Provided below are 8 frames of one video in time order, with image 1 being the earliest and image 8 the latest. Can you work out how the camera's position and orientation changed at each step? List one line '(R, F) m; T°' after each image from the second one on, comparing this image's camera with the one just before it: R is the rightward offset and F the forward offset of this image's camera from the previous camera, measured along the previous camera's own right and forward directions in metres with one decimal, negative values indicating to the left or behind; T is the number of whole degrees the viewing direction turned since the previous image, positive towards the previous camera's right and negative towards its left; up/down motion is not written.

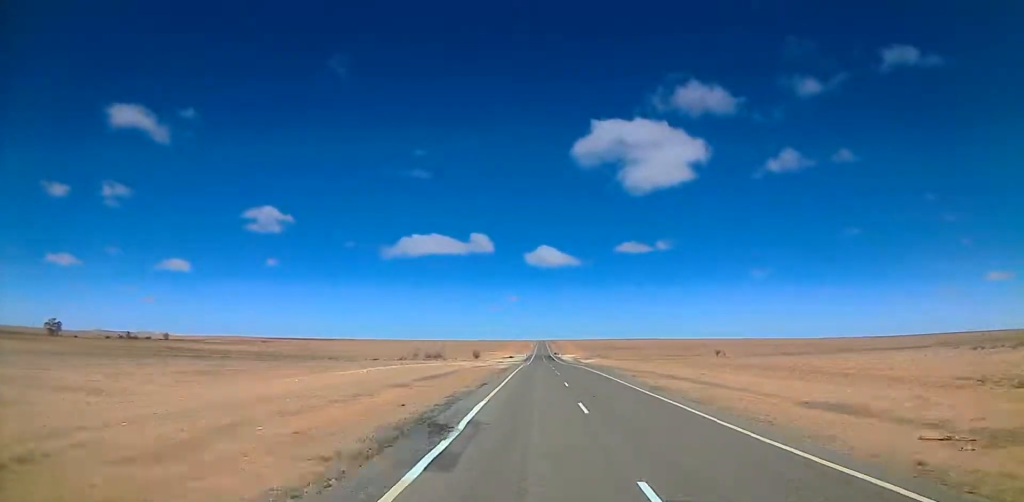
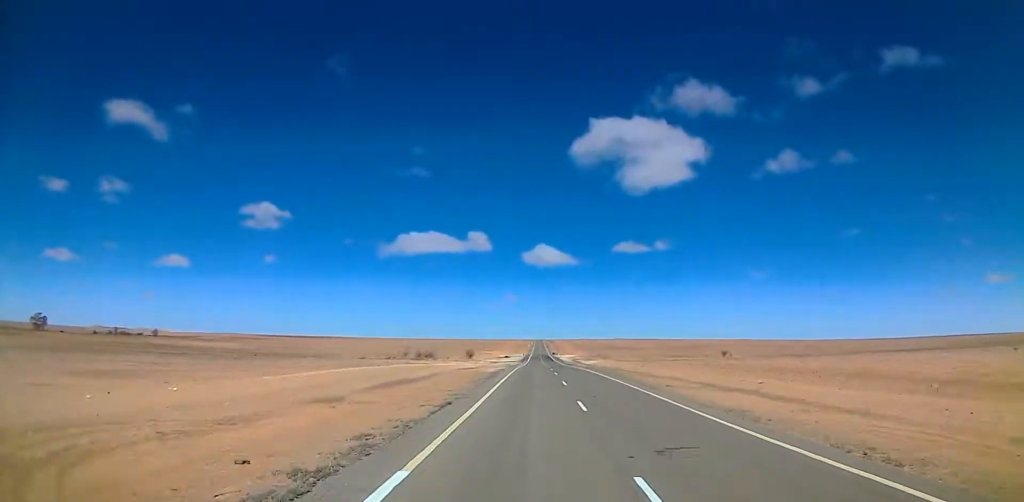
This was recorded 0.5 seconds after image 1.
(-0.1, +10.3) m; -1°
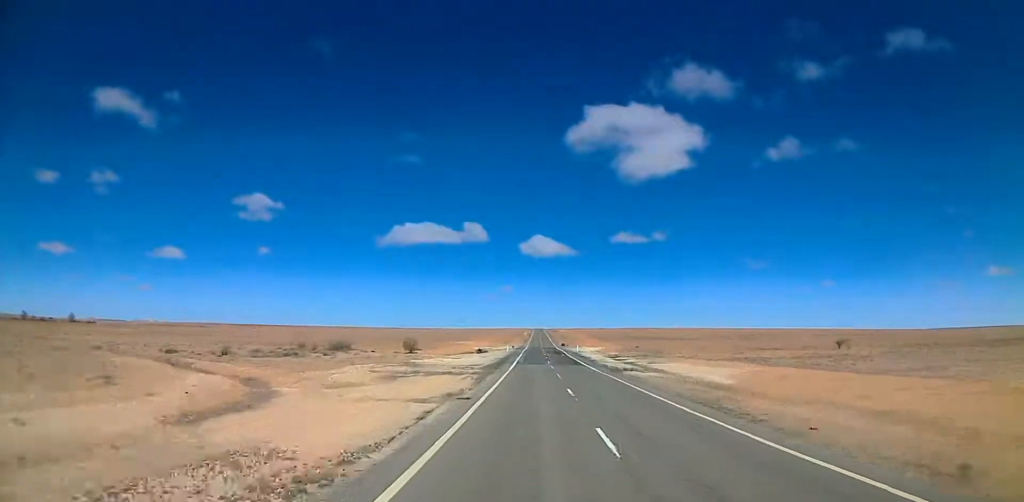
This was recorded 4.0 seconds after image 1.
(+0.2, +85.6) m; 0°
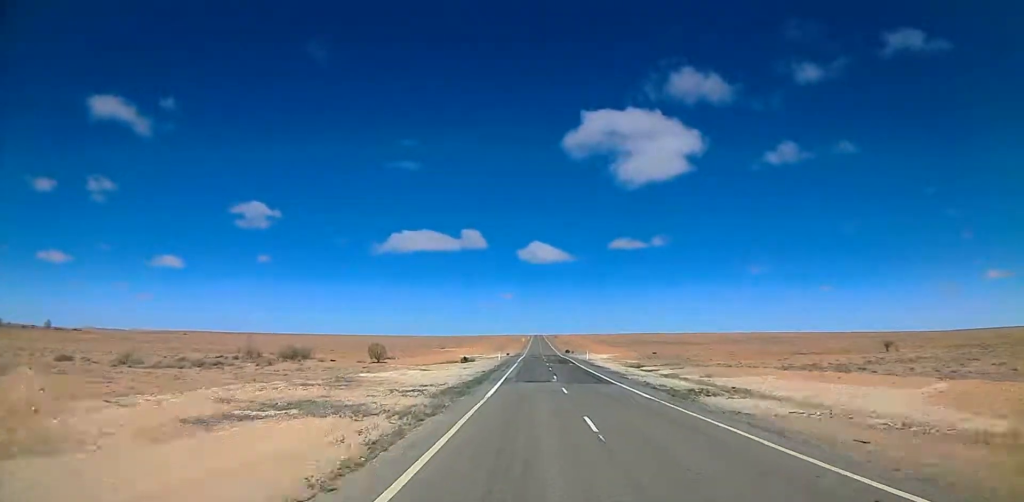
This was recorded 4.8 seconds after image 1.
(-0.3, +25.6) m; +1°
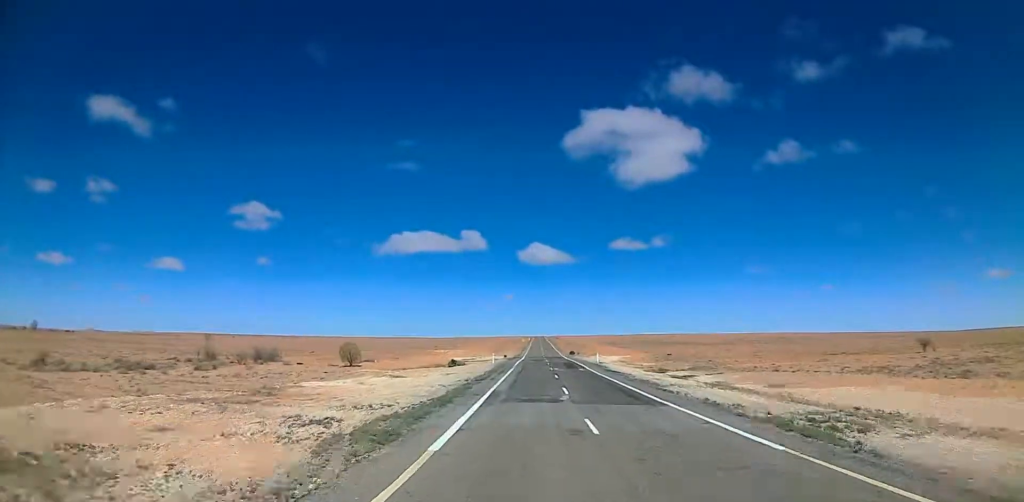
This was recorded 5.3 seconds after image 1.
(+0.2, +16.2) m; 0°
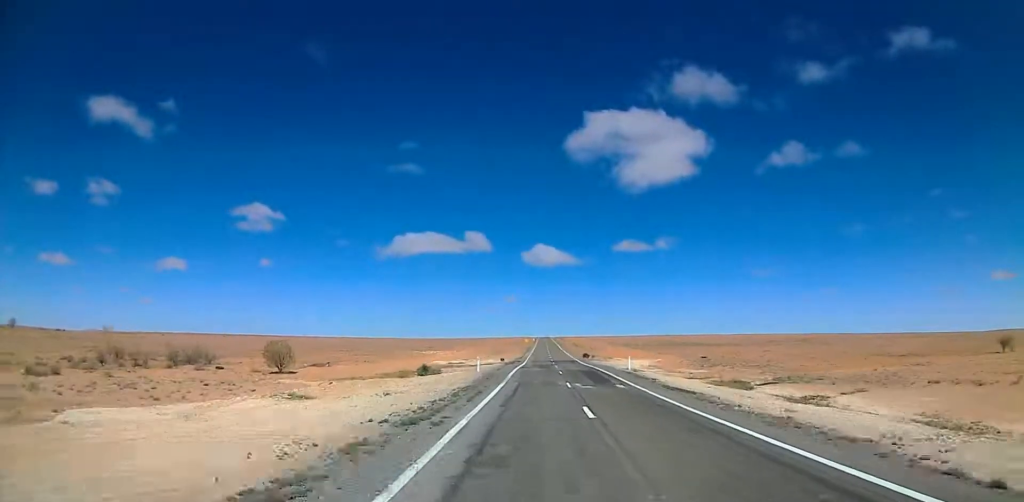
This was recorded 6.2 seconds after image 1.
(+0.5, +27.4) m; 0°
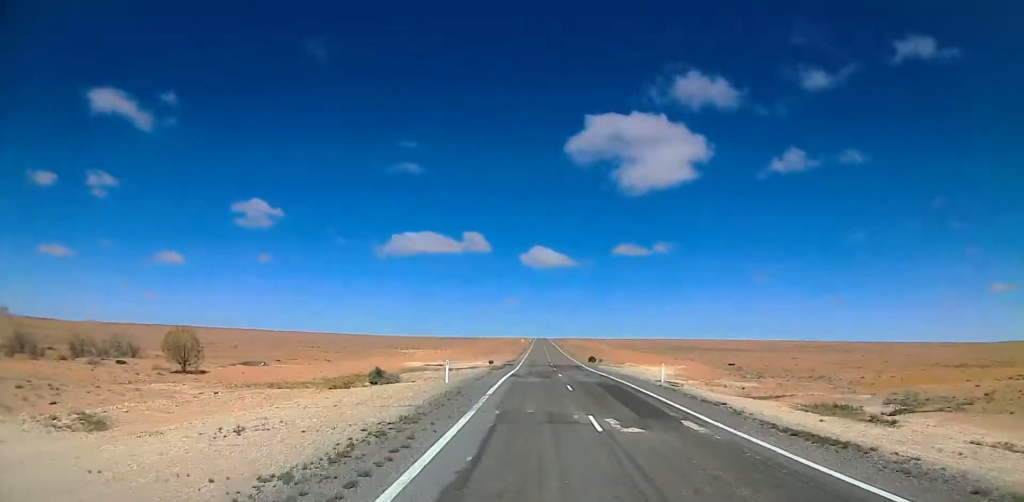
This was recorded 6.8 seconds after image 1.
(-0.3, +17.6) m; -1°
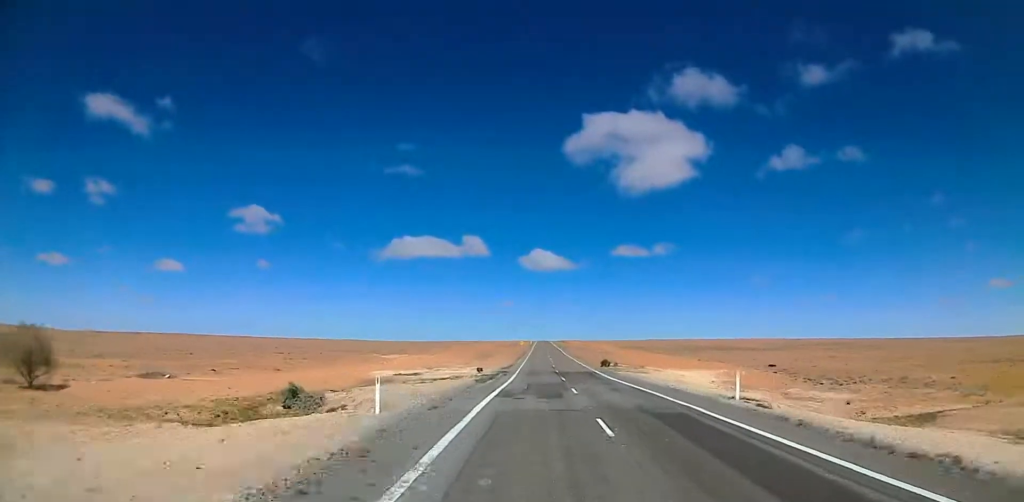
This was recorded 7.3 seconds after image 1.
(-0.1, +15.0) m; 0°
